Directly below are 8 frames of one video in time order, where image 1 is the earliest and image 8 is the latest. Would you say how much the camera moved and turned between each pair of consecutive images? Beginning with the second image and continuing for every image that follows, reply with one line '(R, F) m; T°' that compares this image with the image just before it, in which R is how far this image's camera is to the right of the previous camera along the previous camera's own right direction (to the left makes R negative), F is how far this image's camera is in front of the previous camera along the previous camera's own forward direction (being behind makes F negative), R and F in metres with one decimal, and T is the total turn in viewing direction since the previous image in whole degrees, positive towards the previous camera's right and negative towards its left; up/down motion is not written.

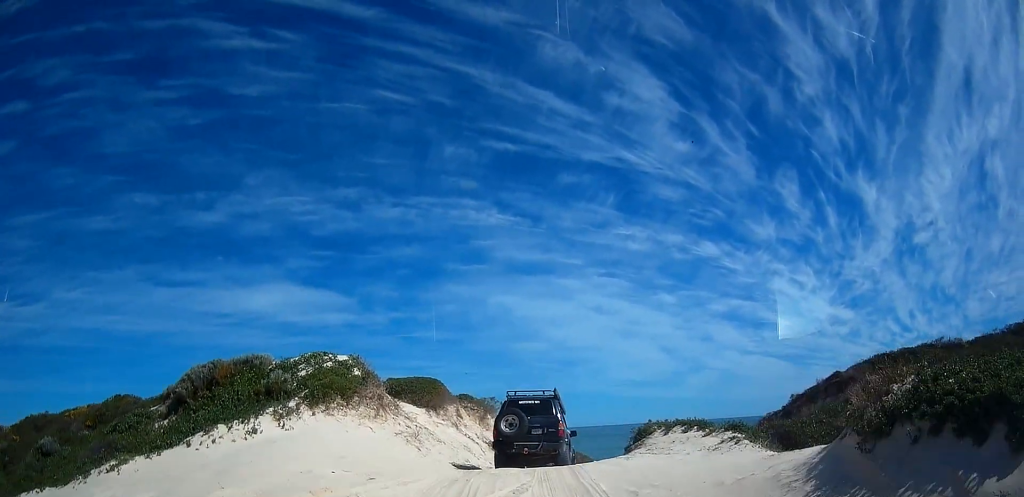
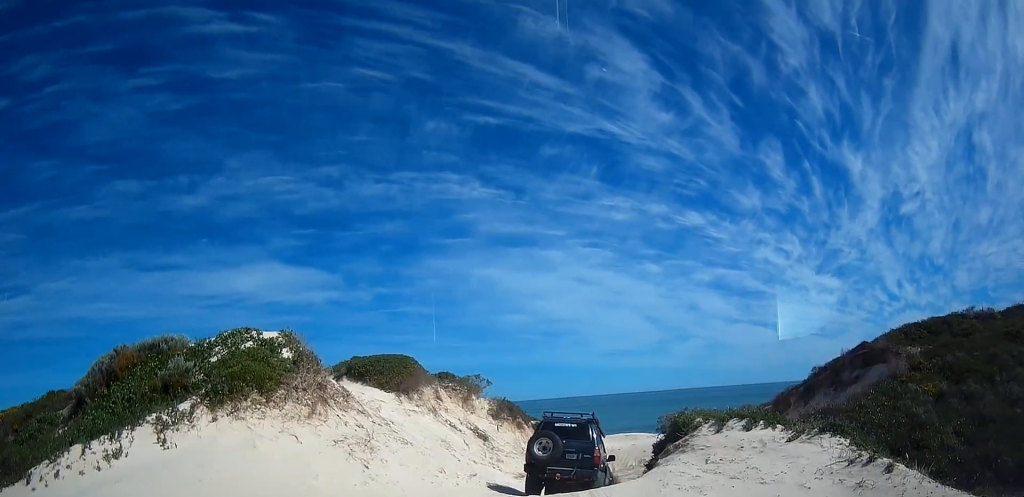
(+0.2, +4.8) m; +7°
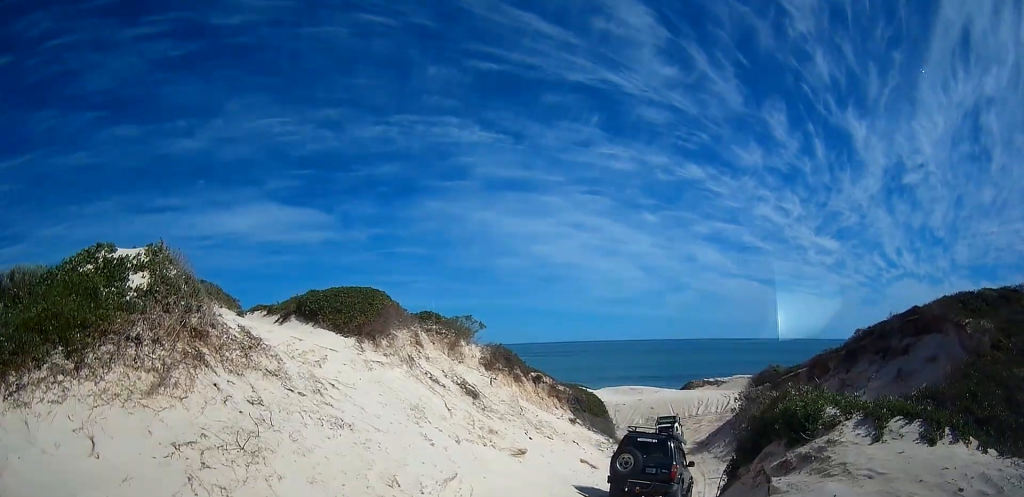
(+0.3, +5.8) m; 0°
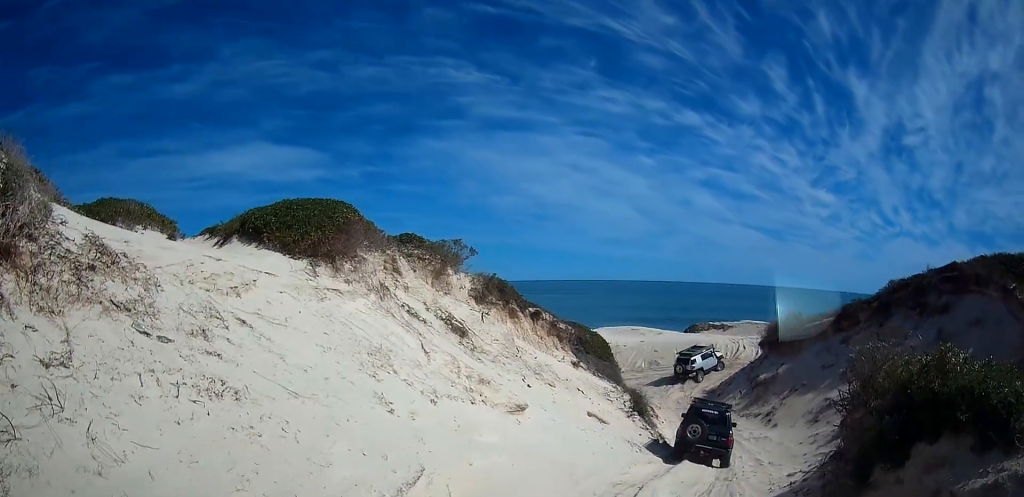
(+0.1, +4.0) m; +4°
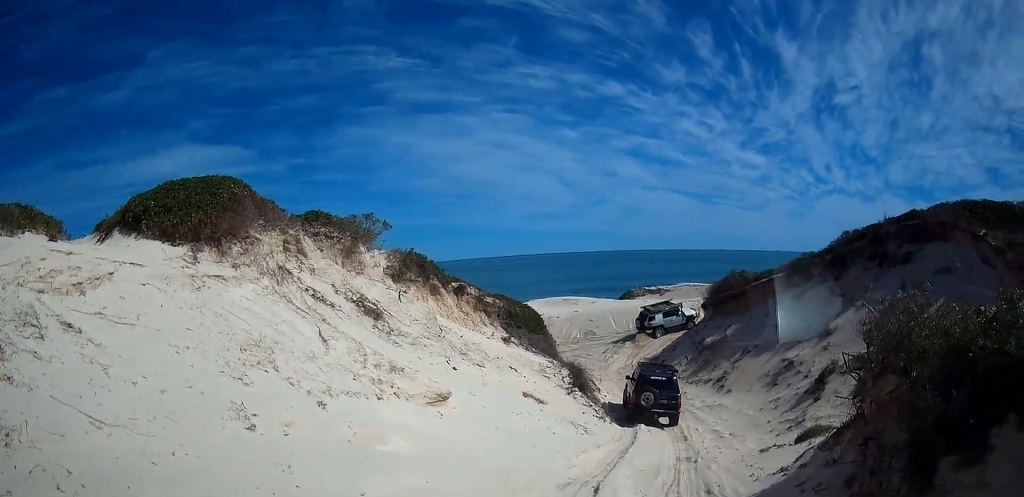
(0.0, +2.1) m; +6°
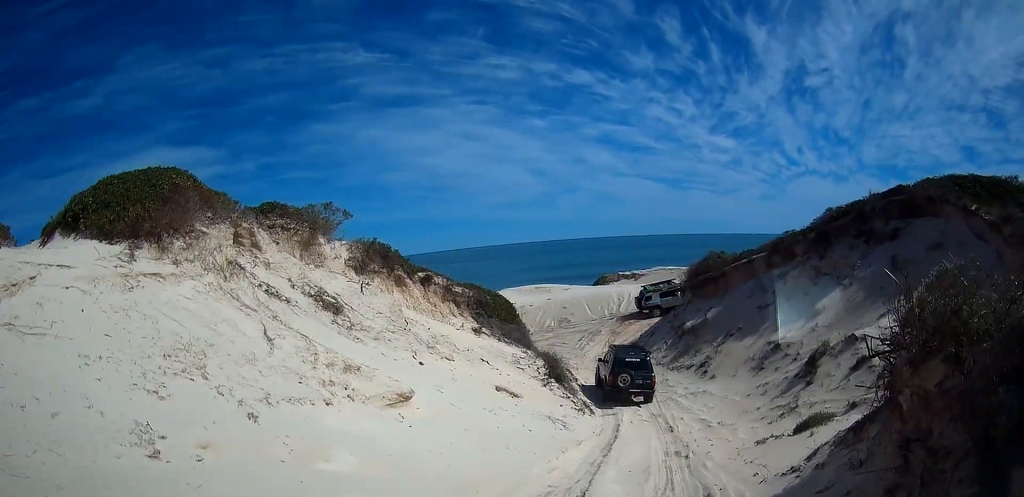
(+0.1, +1.1) m; +4°
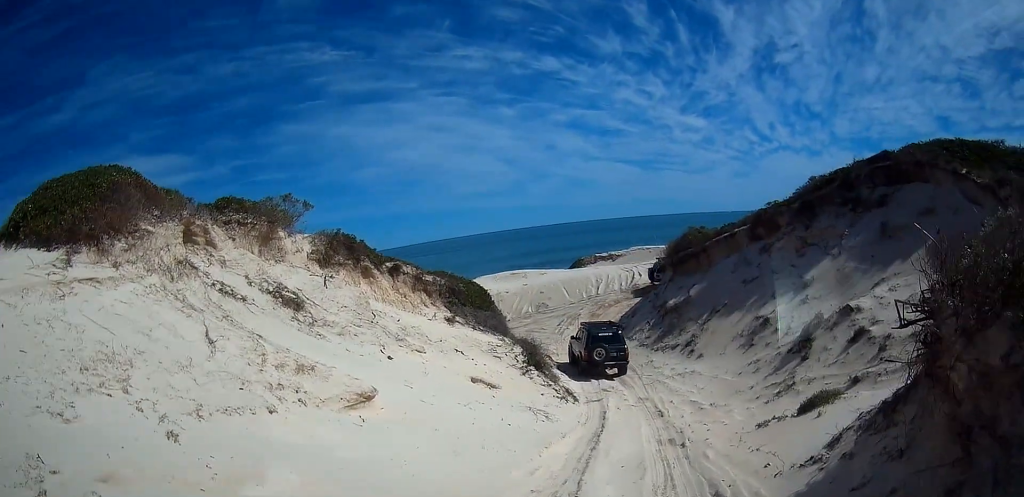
(0.0, +1.1) m; +4°
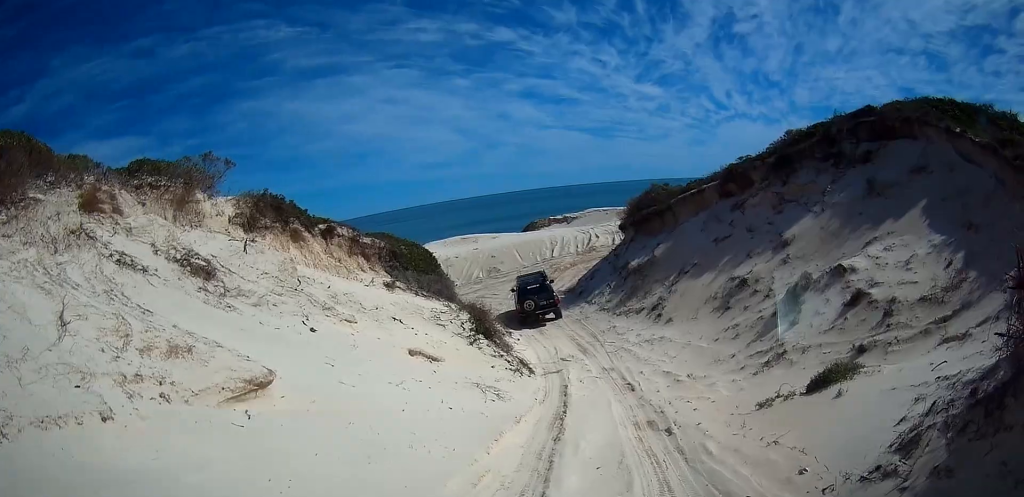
(+0.1, +2.3) m; +3°
